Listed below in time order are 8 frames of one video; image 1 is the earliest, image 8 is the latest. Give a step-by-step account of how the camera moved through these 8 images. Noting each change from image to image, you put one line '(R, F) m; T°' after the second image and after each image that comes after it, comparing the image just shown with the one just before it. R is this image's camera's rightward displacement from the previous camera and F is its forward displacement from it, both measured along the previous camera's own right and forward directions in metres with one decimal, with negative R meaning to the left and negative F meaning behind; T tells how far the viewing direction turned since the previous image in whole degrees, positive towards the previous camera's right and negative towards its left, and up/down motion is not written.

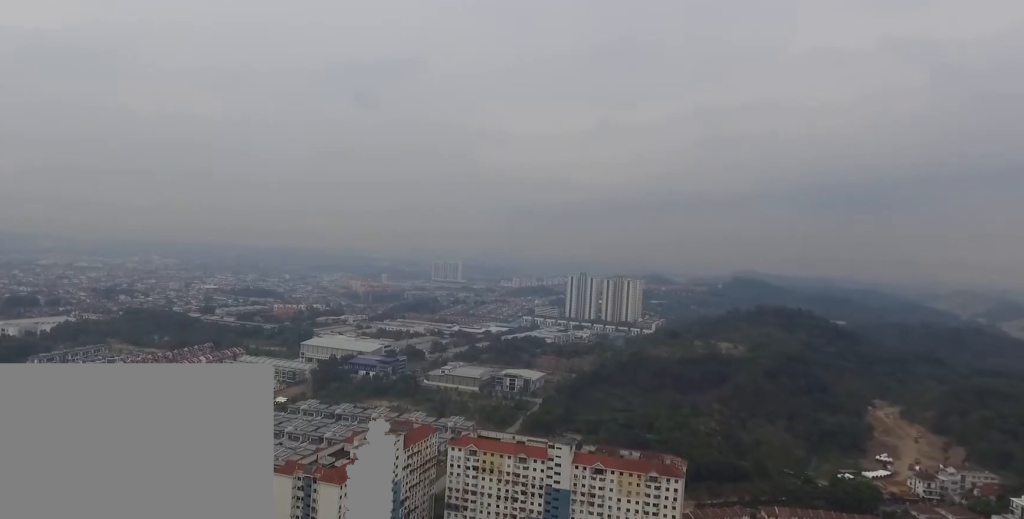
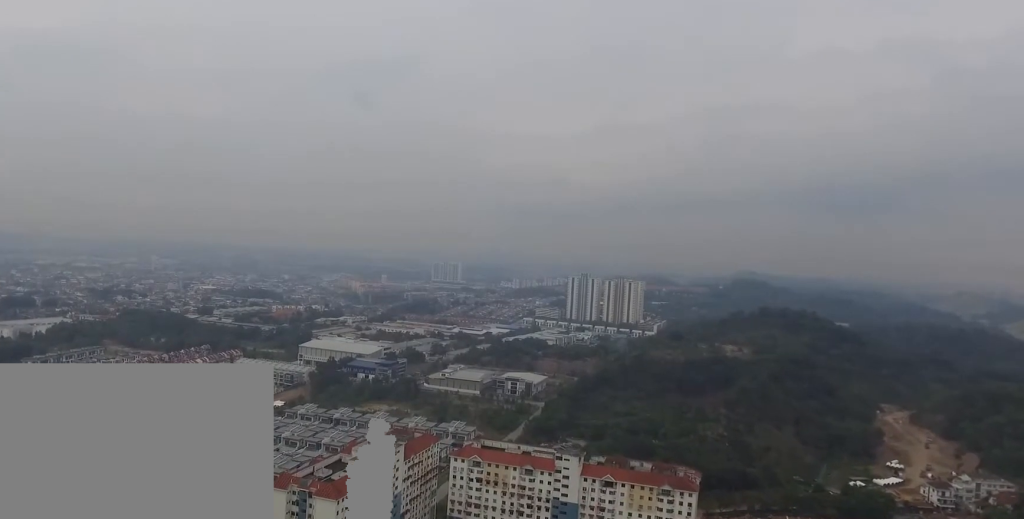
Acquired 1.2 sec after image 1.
(-0.1, +12.1) m; 0°
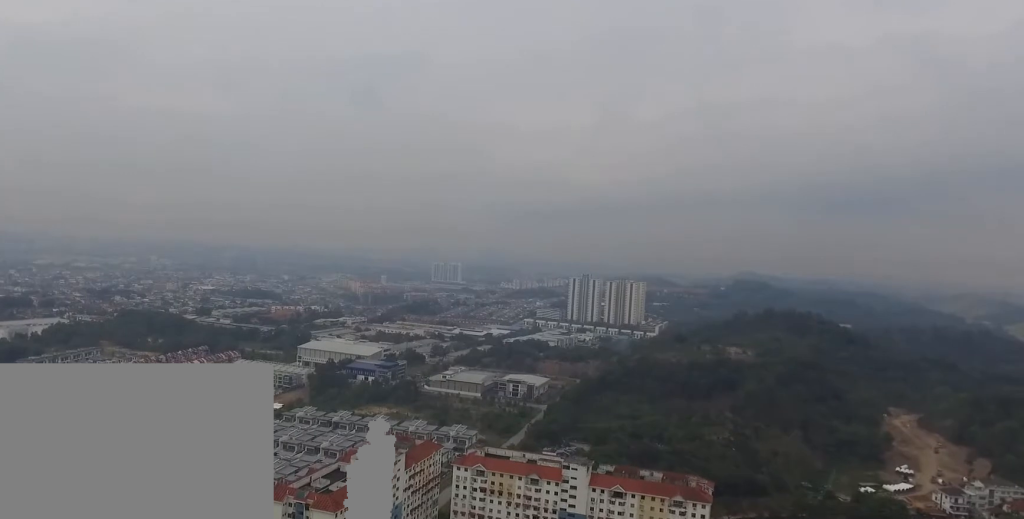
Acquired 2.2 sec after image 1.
(0.0, +9.8) m; 0°
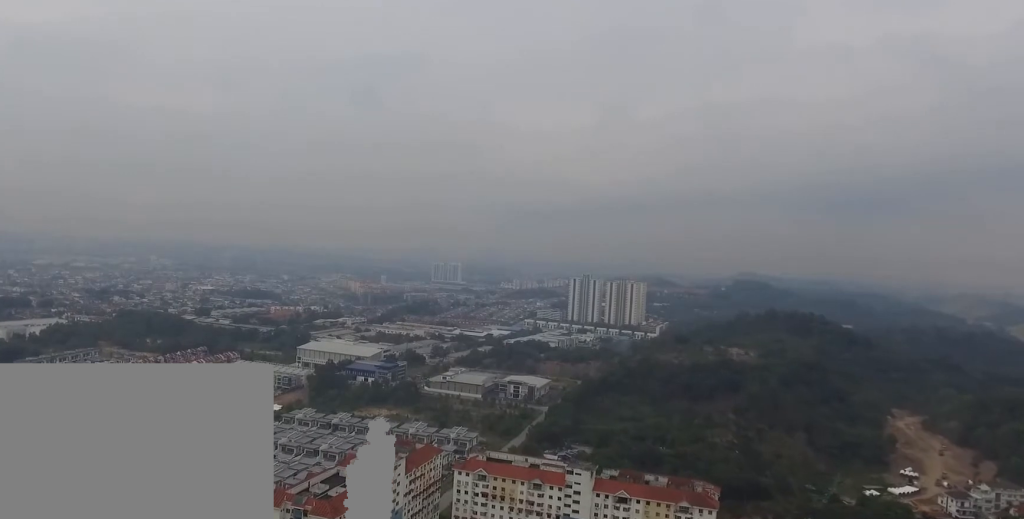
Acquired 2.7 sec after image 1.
(0.0, +4.7) m; 0°
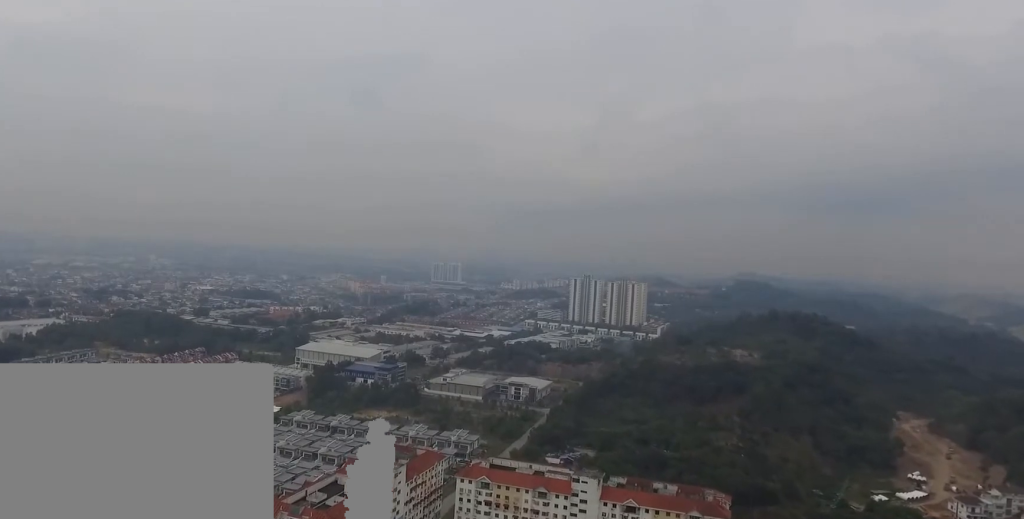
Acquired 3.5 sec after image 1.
(0.0, +7.9) m; 0°
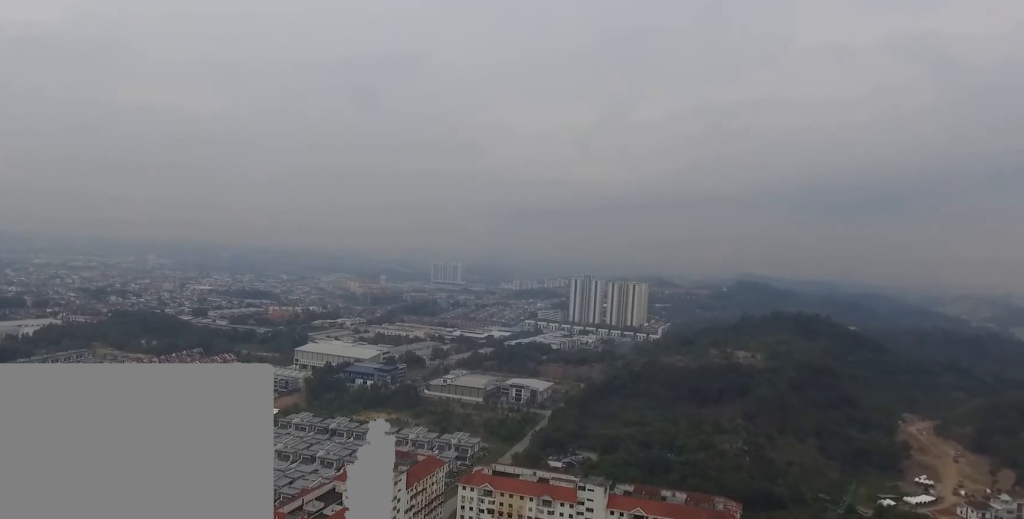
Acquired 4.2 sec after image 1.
(0.0, +7.1) m; 0°
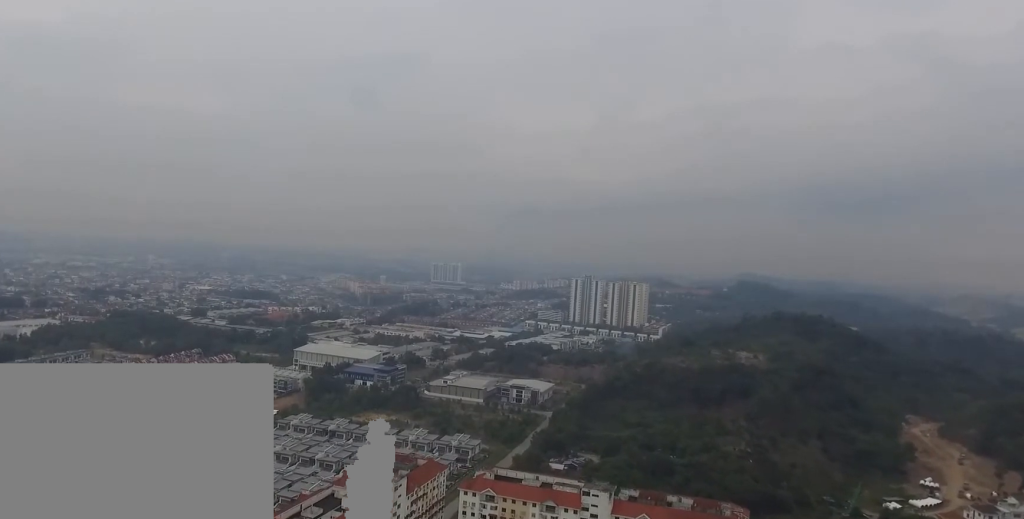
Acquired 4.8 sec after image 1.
(0.0, +5.2) m; 0°
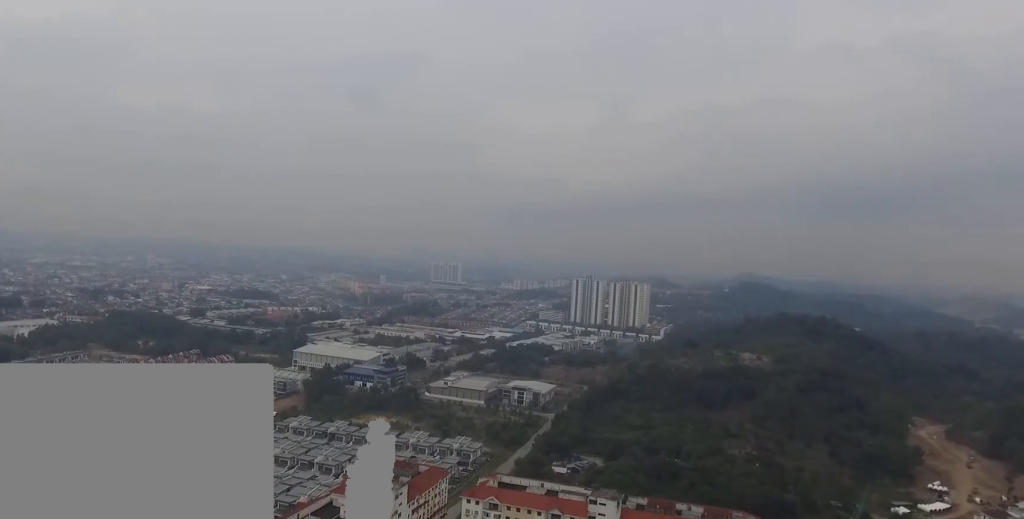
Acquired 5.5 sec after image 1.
(0.0, +7.2) m; 0°
